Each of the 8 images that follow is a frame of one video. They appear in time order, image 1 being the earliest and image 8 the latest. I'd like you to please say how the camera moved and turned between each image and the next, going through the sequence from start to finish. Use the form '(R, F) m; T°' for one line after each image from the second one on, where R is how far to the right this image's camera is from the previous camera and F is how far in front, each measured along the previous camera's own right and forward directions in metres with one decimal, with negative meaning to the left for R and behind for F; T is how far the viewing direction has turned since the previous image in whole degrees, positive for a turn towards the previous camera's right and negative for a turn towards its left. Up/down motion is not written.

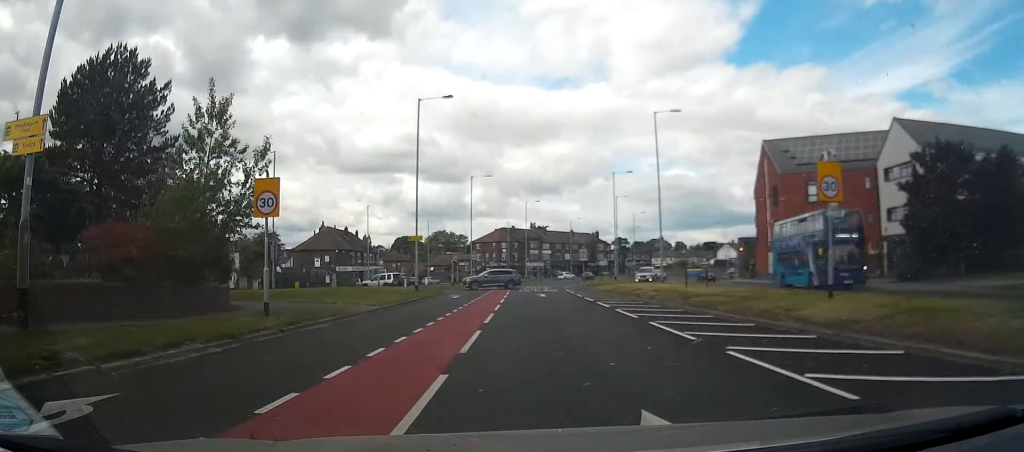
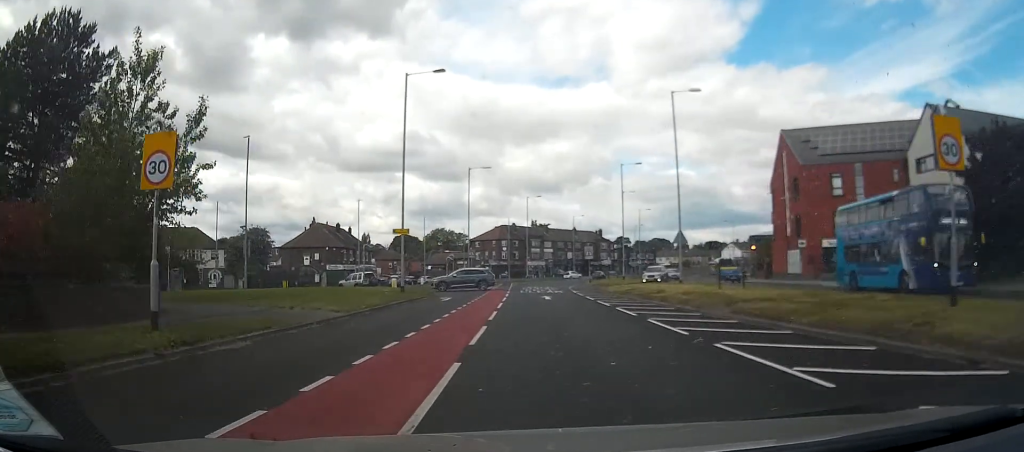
(-0.2, +5.0) m; 0°
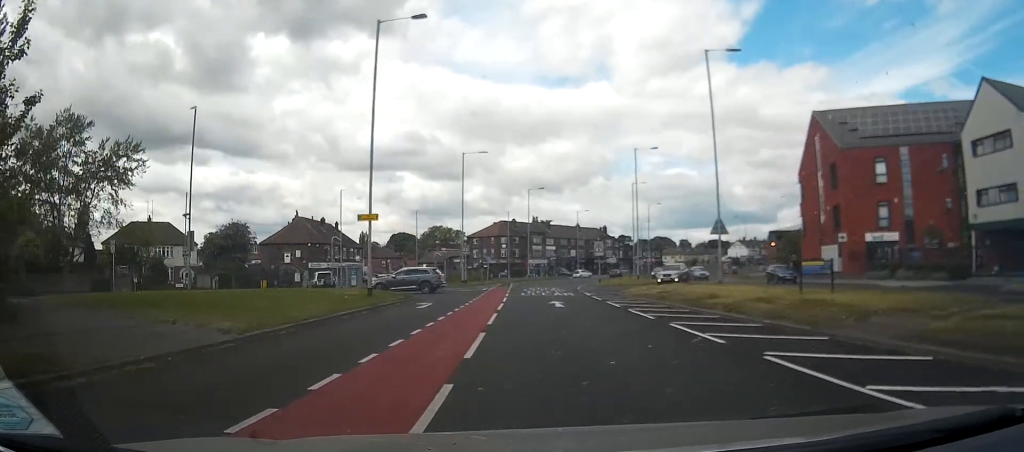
(+0.3, +7.7) m; 0°
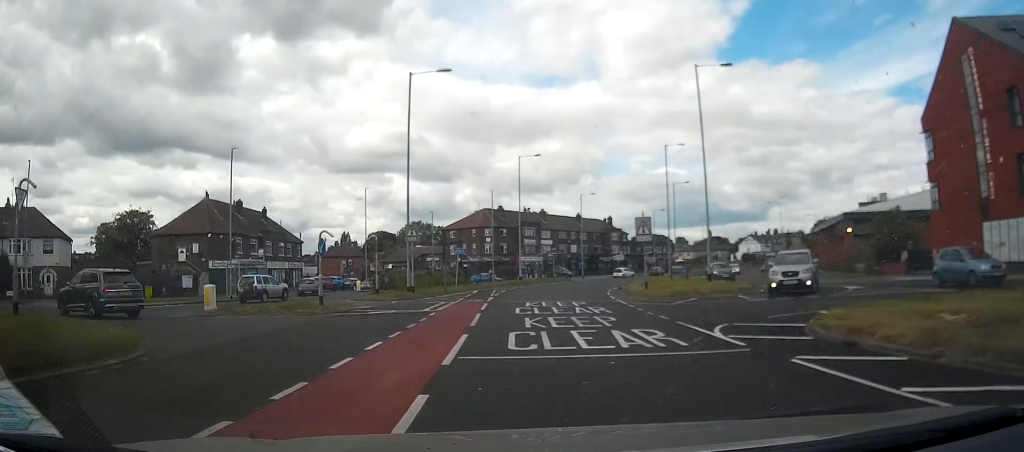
(0.0, +24.6) m; 0°
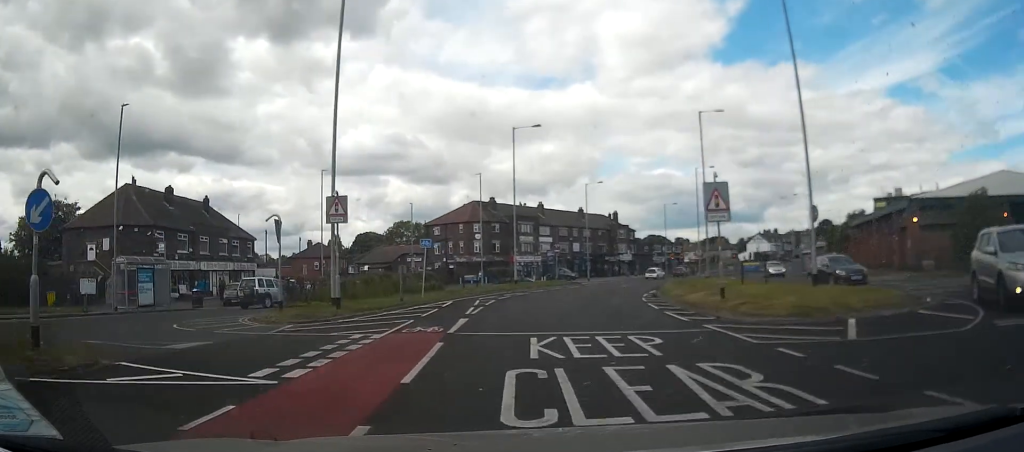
(-0.1, +13.2) m; +1°
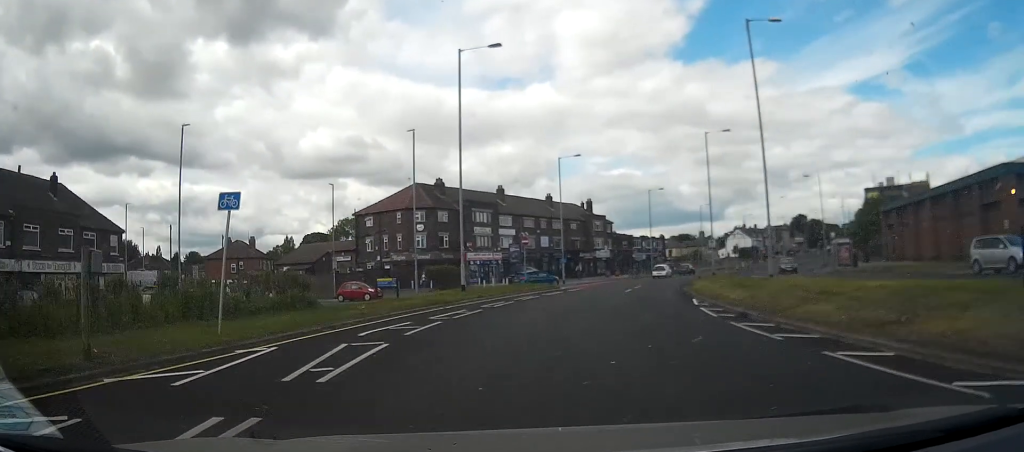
(+1.2, +17.6) m; +6°
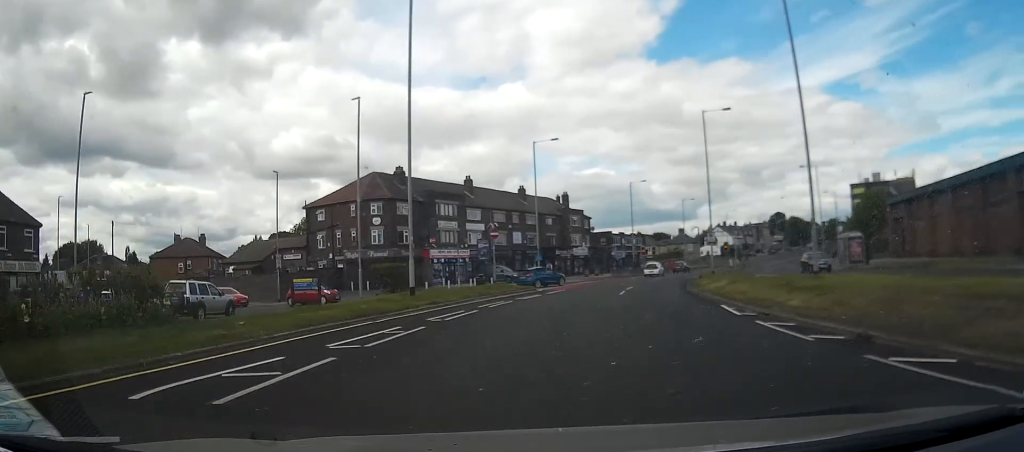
(+0.1, +7.2) m; +2°
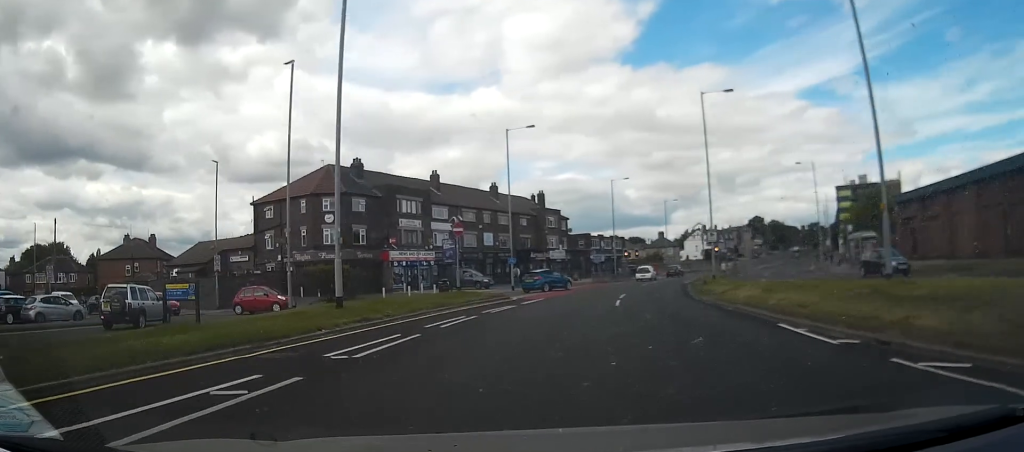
(-0.1, +6.3) m; +2°
